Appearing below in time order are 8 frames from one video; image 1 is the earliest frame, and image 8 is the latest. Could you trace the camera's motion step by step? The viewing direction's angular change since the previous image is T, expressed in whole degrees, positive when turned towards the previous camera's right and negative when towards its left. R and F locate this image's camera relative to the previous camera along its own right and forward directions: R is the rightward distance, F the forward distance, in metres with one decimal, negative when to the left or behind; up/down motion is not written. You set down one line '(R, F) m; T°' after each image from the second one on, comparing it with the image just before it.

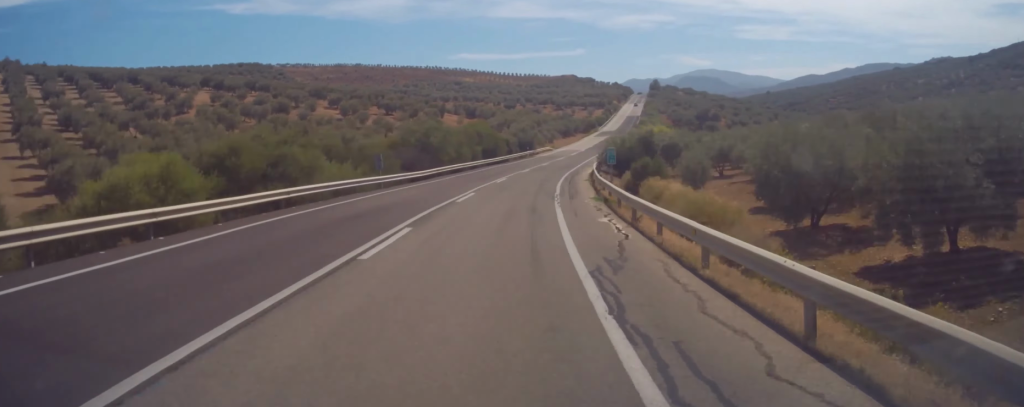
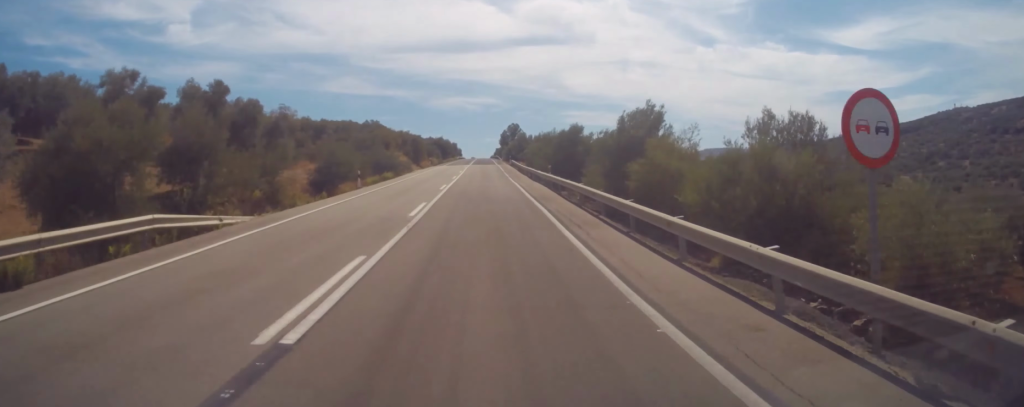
(+24.9, +247.9) m; +6°
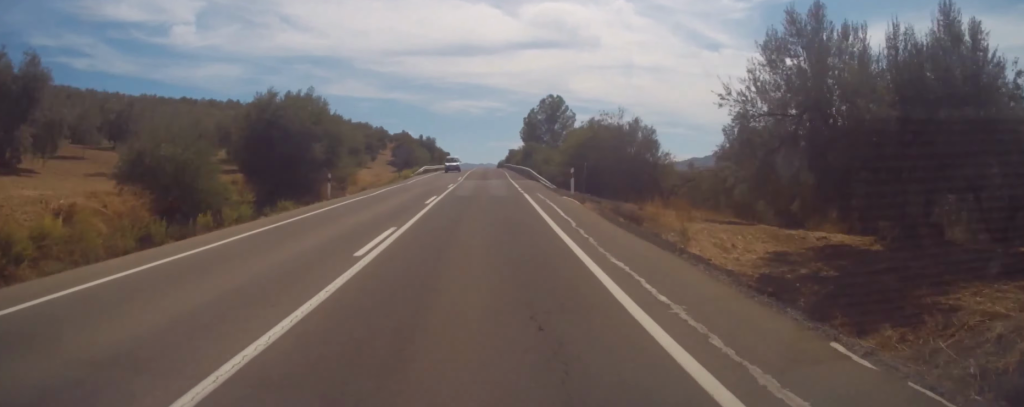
(+0.1, +101.3) m; -3°
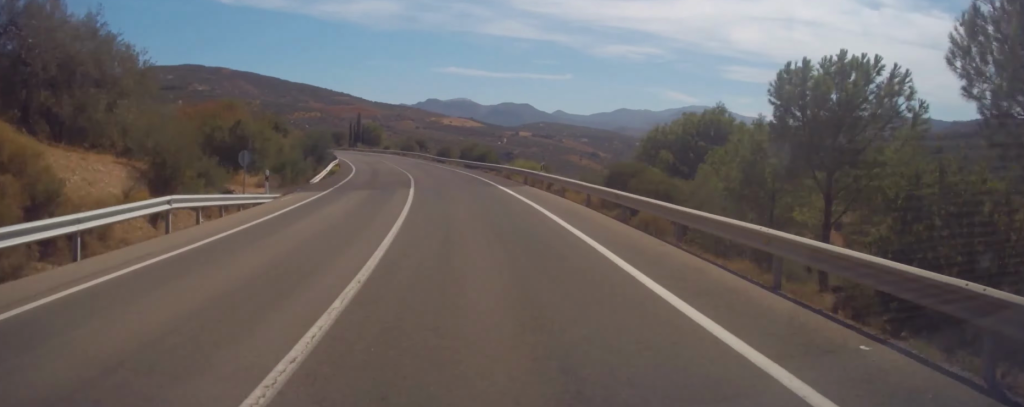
(-33.2, +282.2) m; -28°
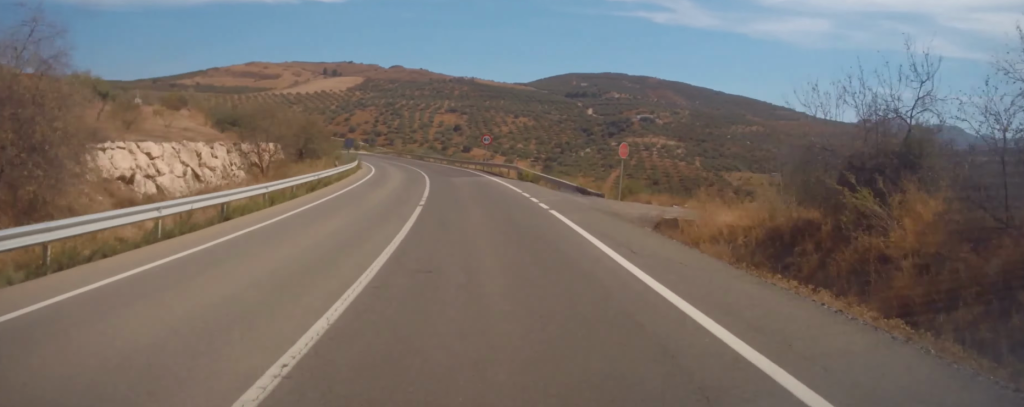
(-47.8, +169.9) m; -33°
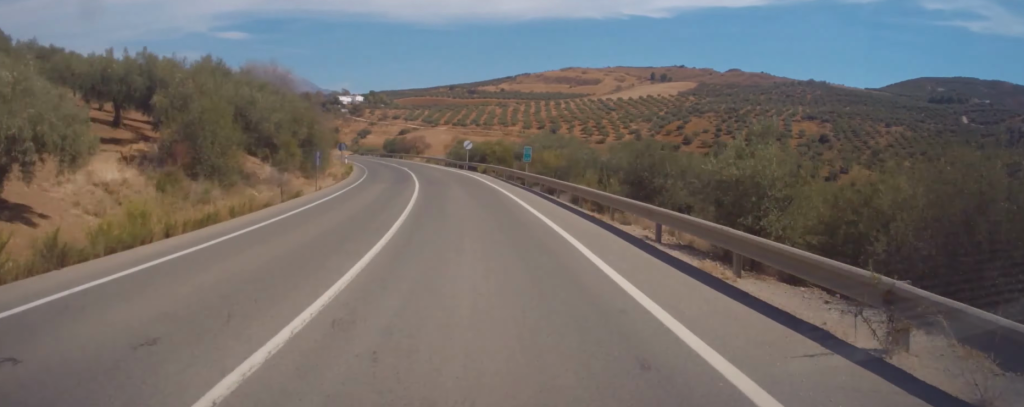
(-38.5, +134.1) m; -23°
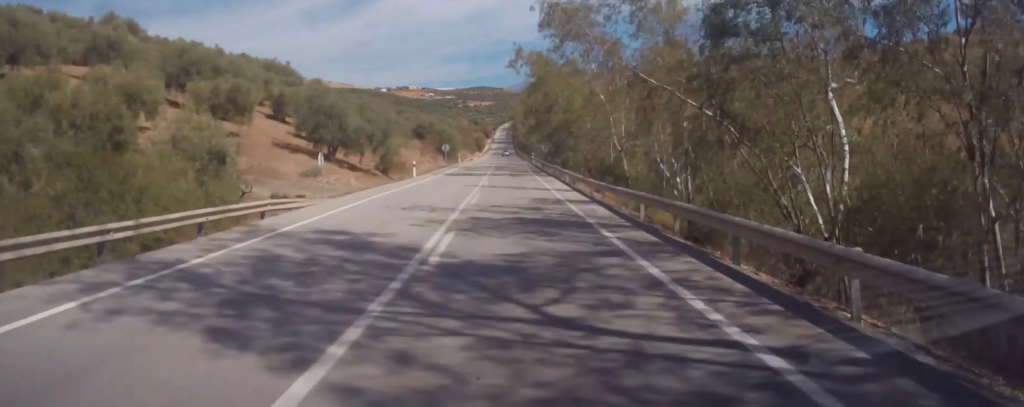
(-57.6, +230.3) m; -17°
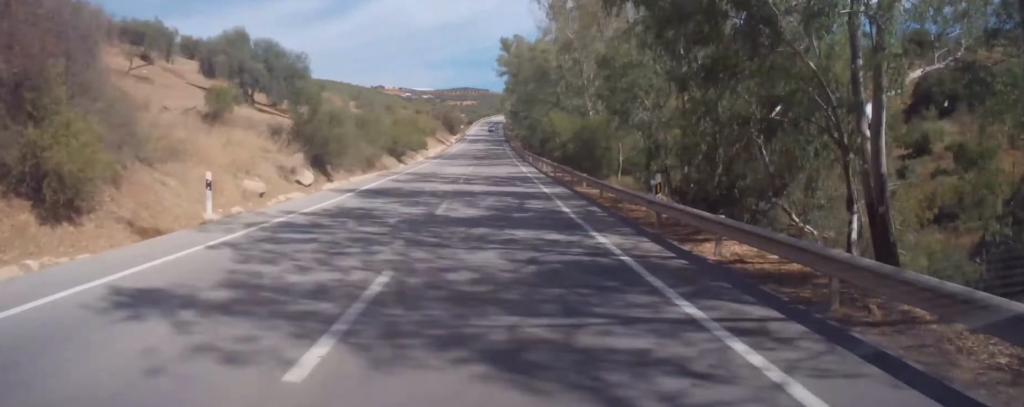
(-4.7, +186.4) m; 0°
